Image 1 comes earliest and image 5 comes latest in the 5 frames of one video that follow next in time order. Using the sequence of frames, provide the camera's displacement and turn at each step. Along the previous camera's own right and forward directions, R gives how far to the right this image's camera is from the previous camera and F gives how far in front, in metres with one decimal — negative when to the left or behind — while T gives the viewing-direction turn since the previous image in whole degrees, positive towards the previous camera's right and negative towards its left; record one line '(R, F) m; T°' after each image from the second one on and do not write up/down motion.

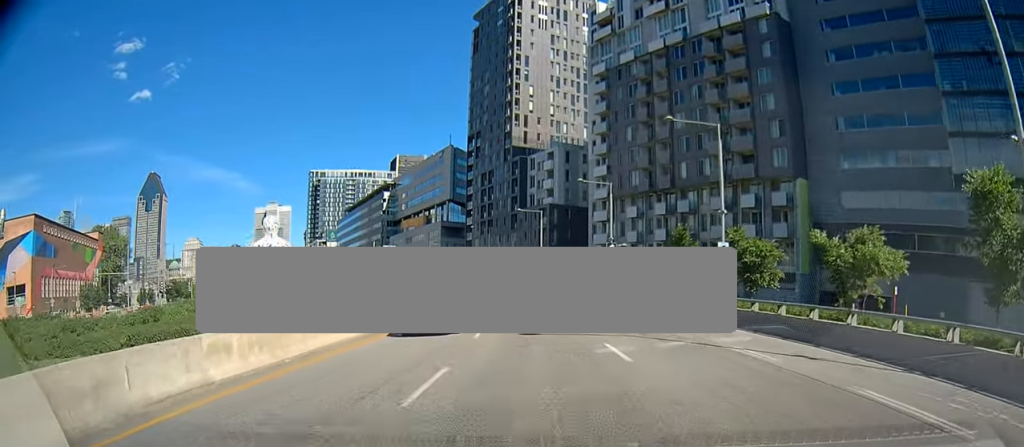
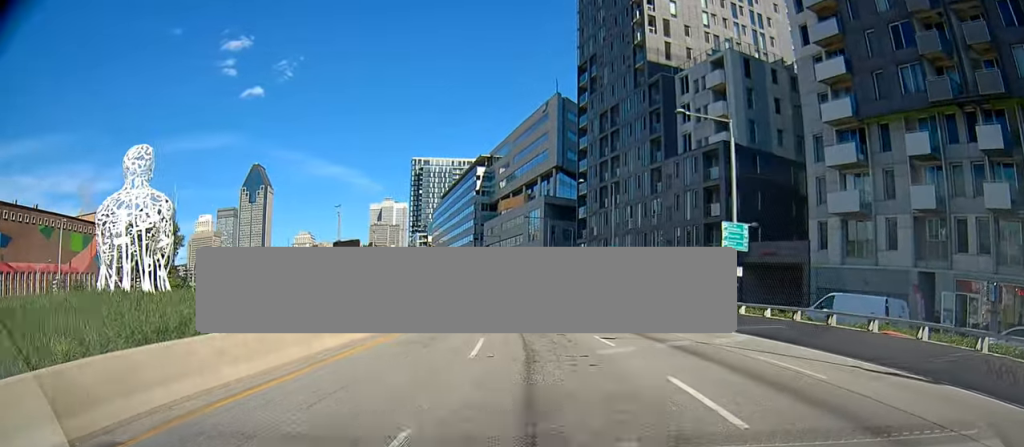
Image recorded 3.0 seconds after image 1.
(-5.4, +38.8) m; -15°
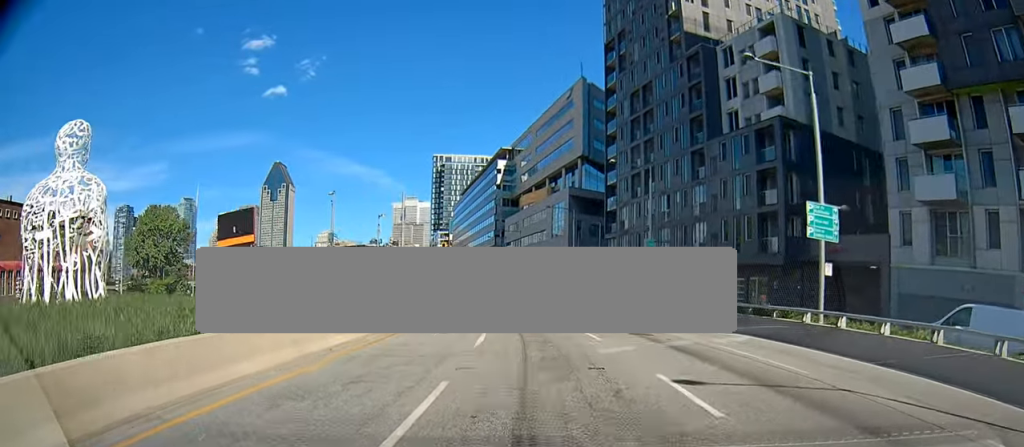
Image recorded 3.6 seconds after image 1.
(-0.2, +7.5) m; -1°
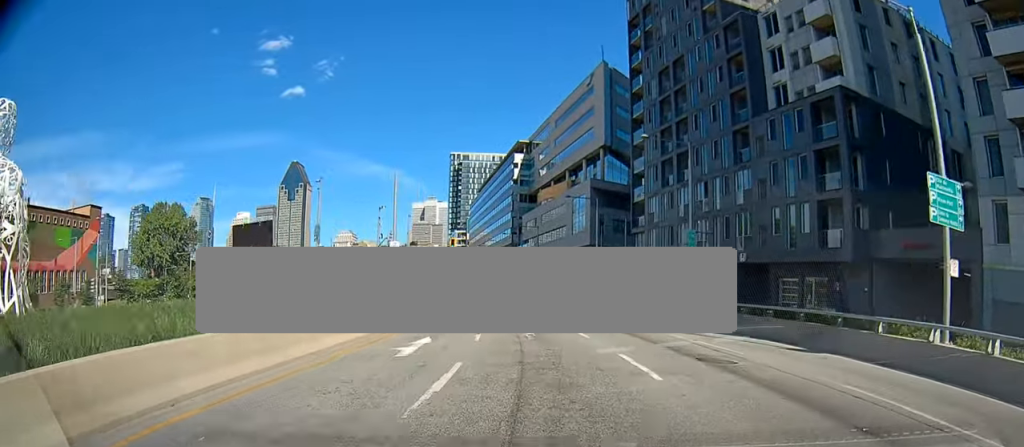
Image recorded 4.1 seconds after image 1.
(-0.1, +6.6) m; -2°
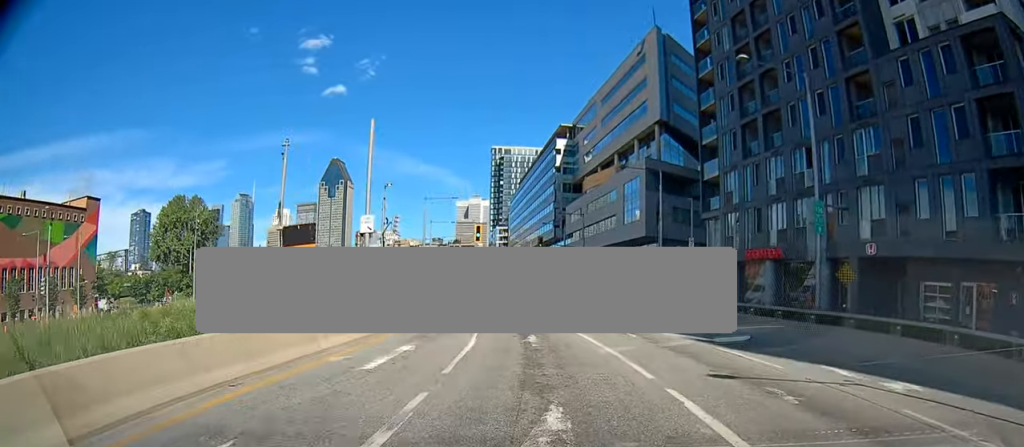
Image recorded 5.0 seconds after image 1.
(-0.2, +11.8) m; -4°
